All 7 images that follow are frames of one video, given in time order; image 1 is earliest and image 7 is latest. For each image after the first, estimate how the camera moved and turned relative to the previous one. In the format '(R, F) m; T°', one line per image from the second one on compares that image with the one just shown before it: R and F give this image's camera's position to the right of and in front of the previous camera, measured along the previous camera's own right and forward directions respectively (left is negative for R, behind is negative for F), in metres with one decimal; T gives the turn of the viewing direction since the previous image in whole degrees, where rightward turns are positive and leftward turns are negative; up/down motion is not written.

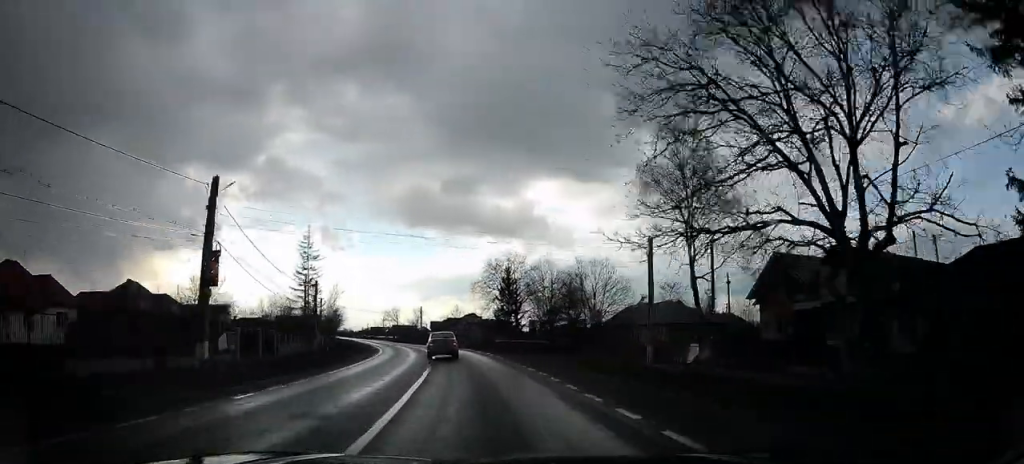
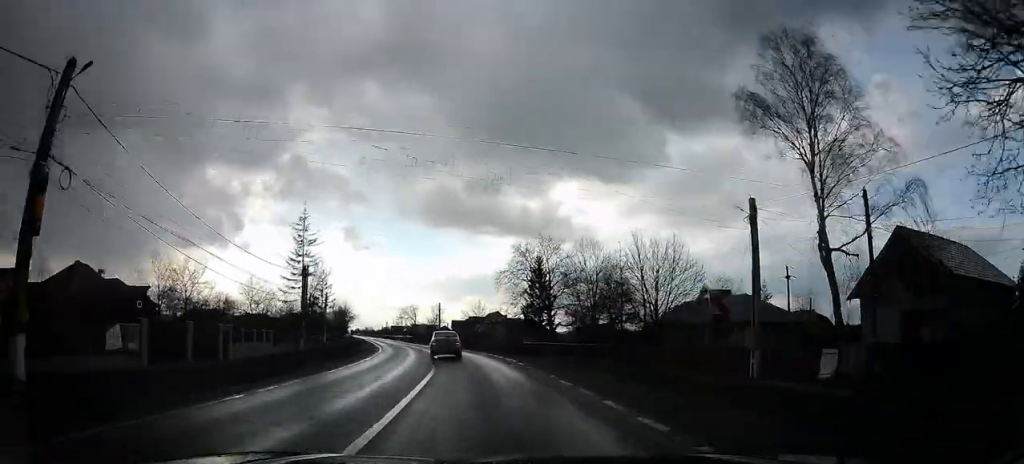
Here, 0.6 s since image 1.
(0.0, +11.5) m; 0°
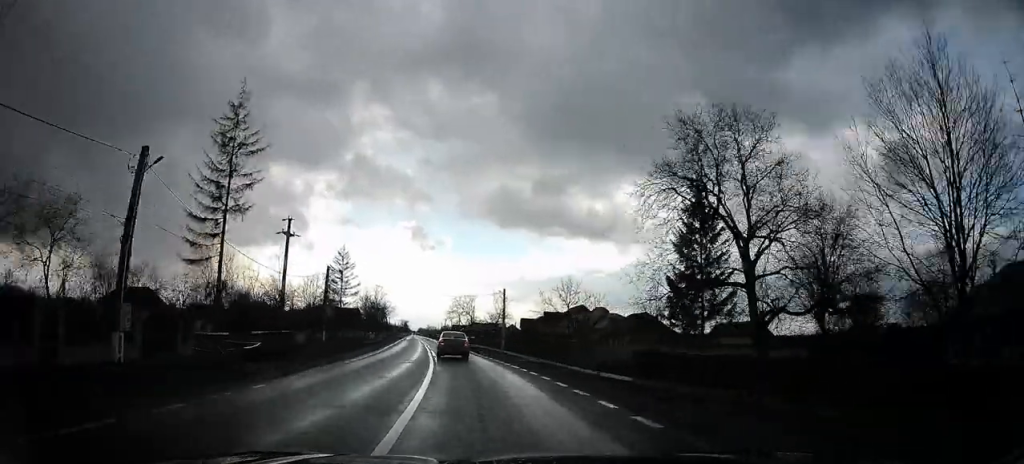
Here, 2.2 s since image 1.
(0.0, +33.1) m; -6°
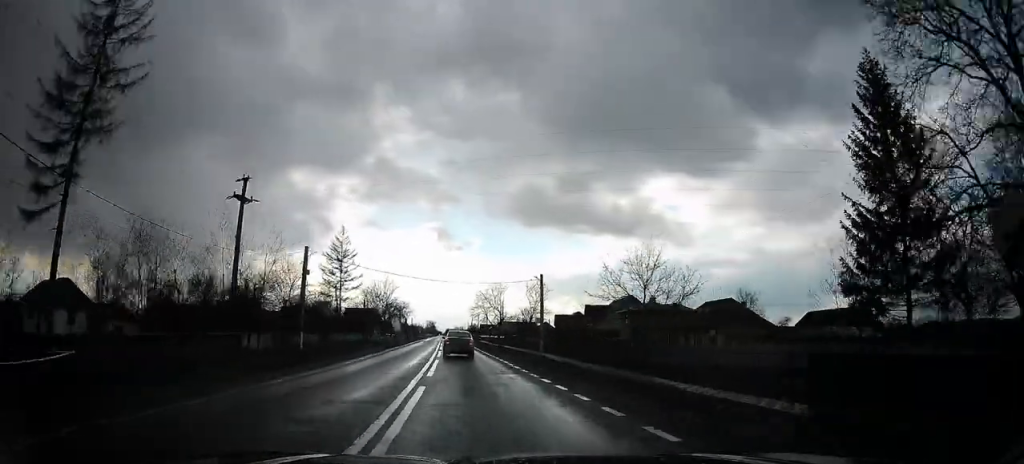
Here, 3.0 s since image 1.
(-1.6, +15.4) m; -6°
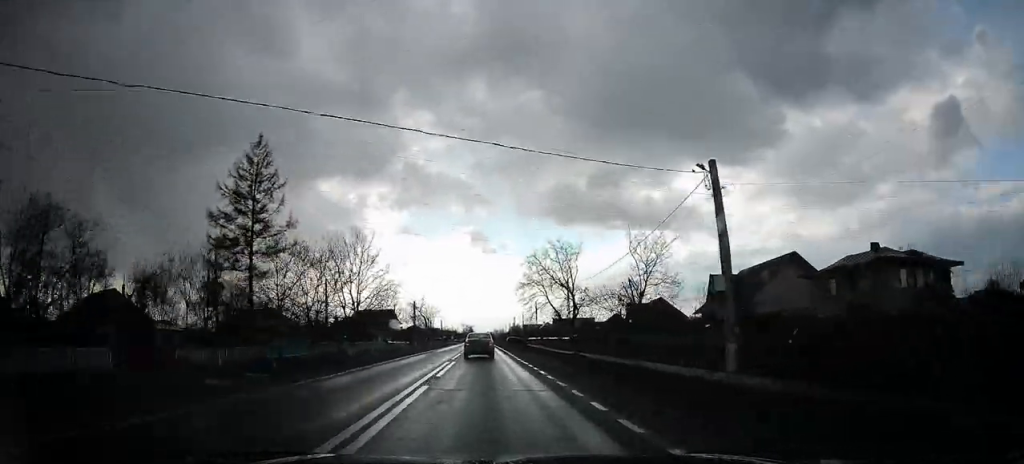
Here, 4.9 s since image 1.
(-1.8, +35.9) m; -4°
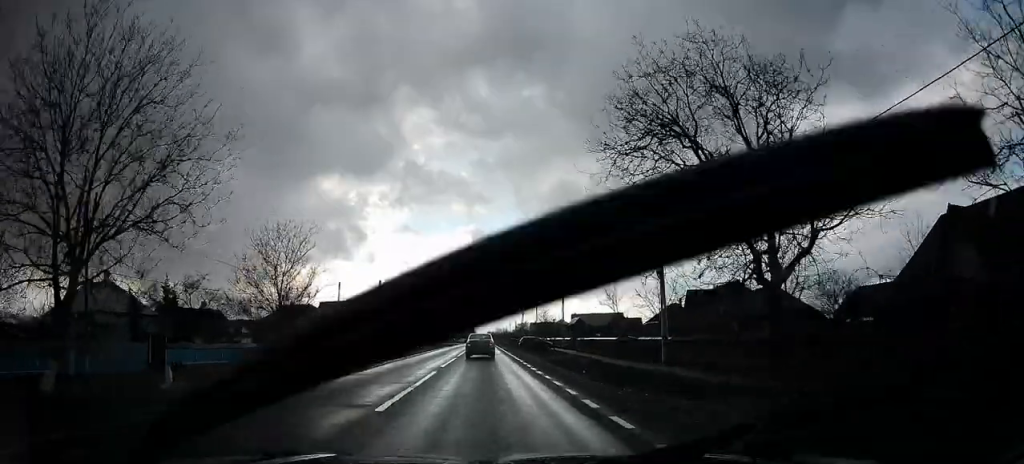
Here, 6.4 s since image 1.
(-1.0, +29.5) m; -3°
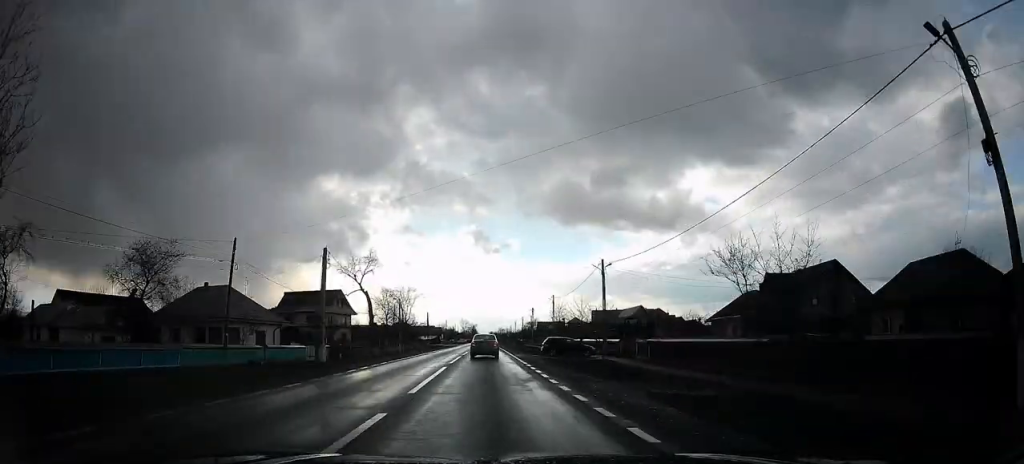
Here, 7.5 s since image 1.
(+0.3, +21.0) m; +1°
